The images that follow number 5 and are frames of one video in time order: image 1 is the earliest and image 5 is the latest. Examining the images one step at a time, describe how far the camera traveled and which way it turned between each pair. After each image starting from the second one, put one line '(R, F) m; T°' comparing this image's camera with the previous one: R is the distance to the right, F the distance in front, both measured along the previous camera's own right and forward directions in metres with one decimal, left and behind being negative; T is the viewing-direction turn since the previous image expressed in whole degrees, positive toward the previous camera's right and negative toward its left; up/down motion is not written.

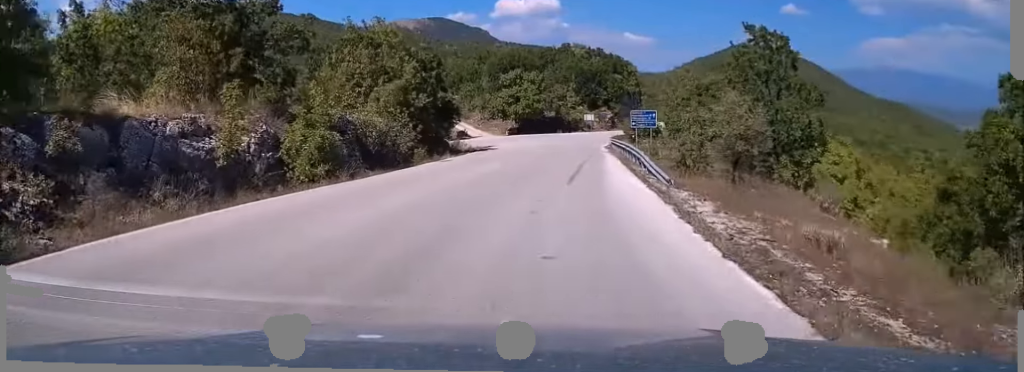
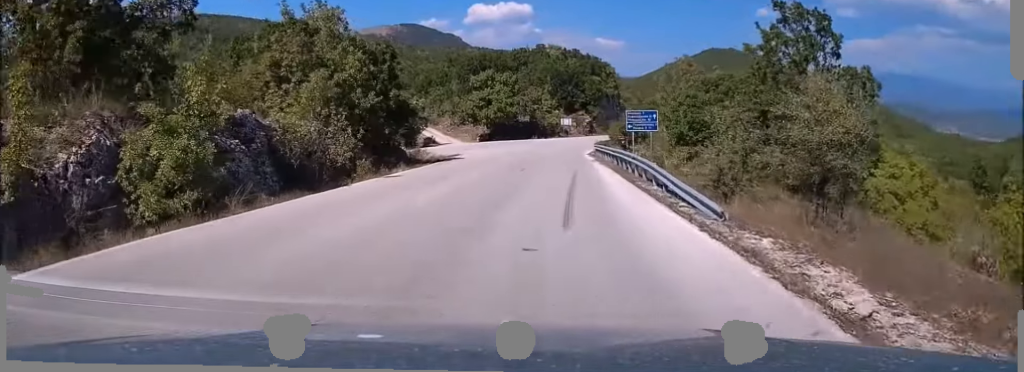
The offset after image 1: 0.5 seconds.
(+0.3, +7.6) m; +4°
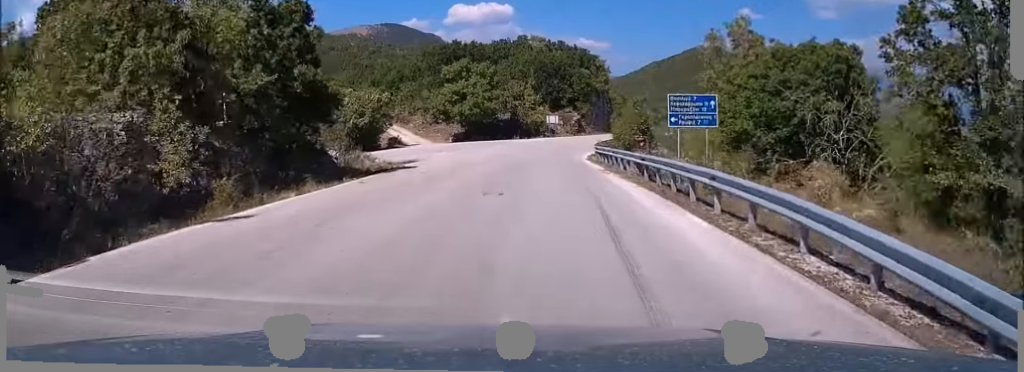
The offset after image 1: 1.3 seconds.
(+0.6, +11.8) m; +3°
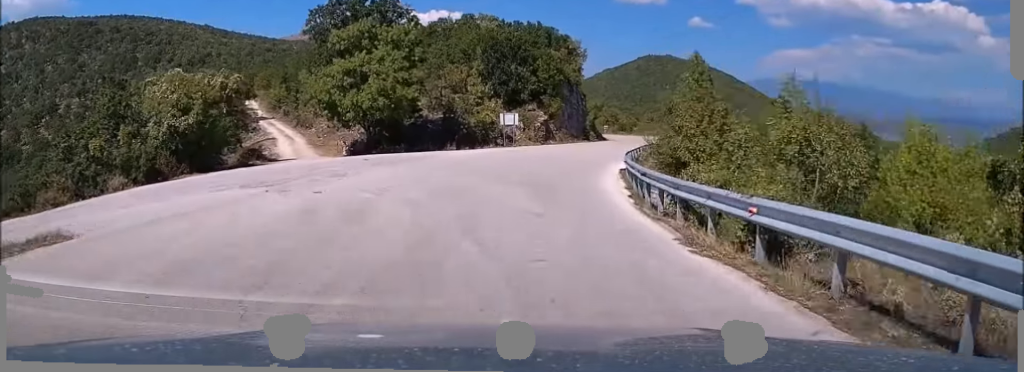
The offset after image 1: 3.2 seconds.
(+1.1, +28.4) m; +5°
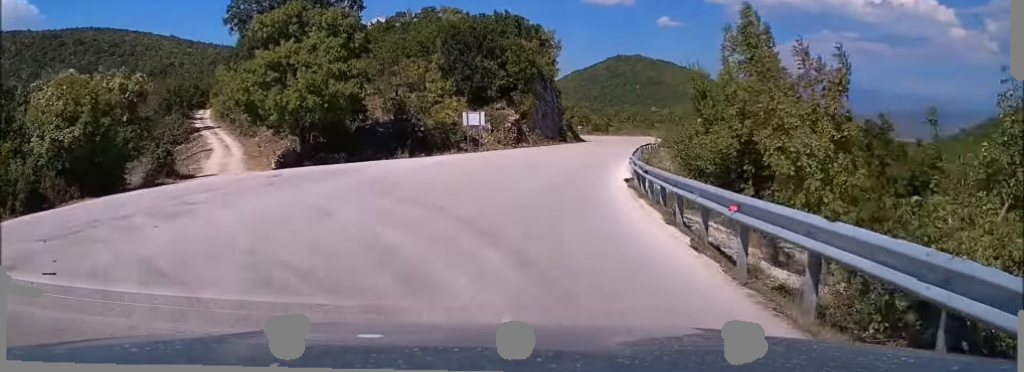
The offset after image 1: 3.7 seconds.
(-0.1, +8.0) m; +2°
